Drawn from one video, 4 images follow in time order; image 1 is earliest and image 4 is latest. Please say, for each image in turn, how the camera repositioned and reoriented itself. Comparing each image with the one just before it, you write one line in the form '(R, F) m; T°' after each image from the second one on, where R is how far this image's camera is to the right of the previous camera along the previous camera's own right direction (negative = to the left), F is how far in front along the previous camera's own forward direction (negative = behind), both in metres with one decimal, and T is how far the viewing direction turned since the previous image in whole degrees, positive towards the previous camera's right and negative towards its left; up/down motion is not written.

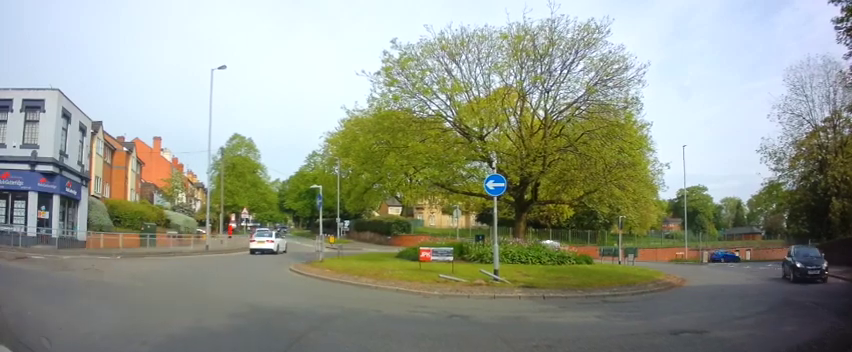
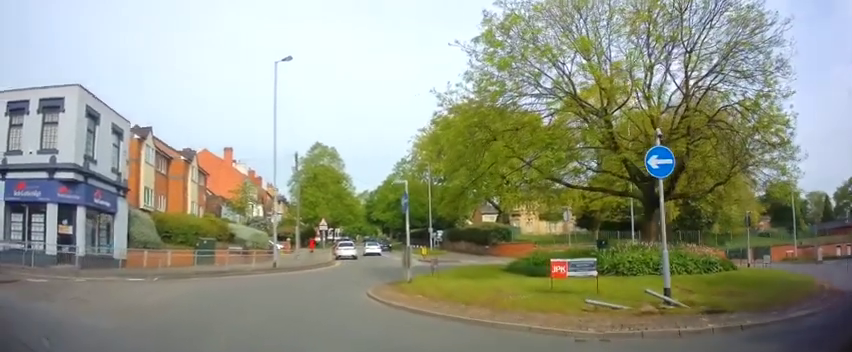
(-0.6, +2.8) m; -19°
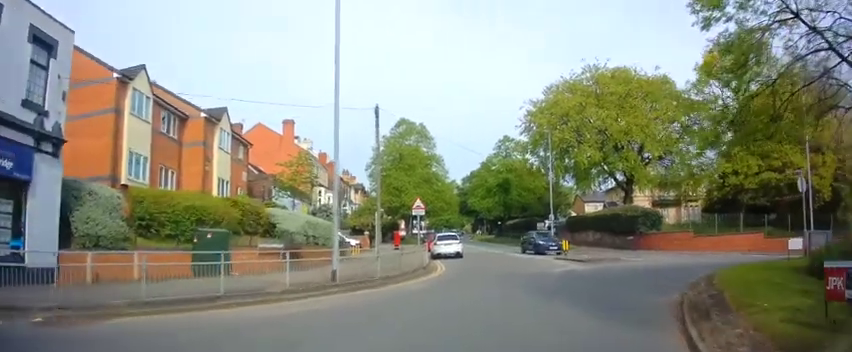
(-1.5, +11.0) m; -4°
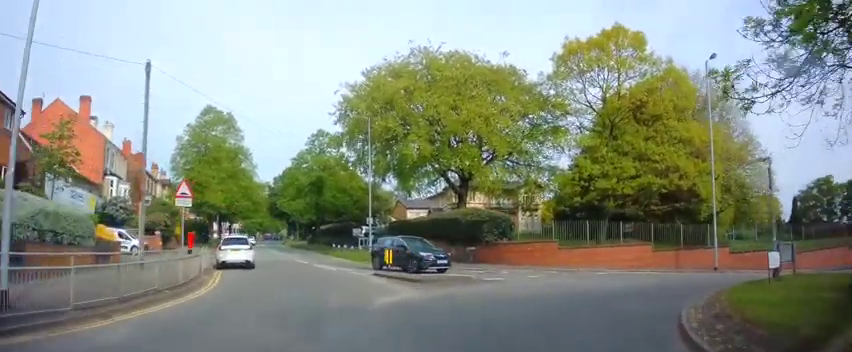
(+0.9, +6.6) m; +19°
